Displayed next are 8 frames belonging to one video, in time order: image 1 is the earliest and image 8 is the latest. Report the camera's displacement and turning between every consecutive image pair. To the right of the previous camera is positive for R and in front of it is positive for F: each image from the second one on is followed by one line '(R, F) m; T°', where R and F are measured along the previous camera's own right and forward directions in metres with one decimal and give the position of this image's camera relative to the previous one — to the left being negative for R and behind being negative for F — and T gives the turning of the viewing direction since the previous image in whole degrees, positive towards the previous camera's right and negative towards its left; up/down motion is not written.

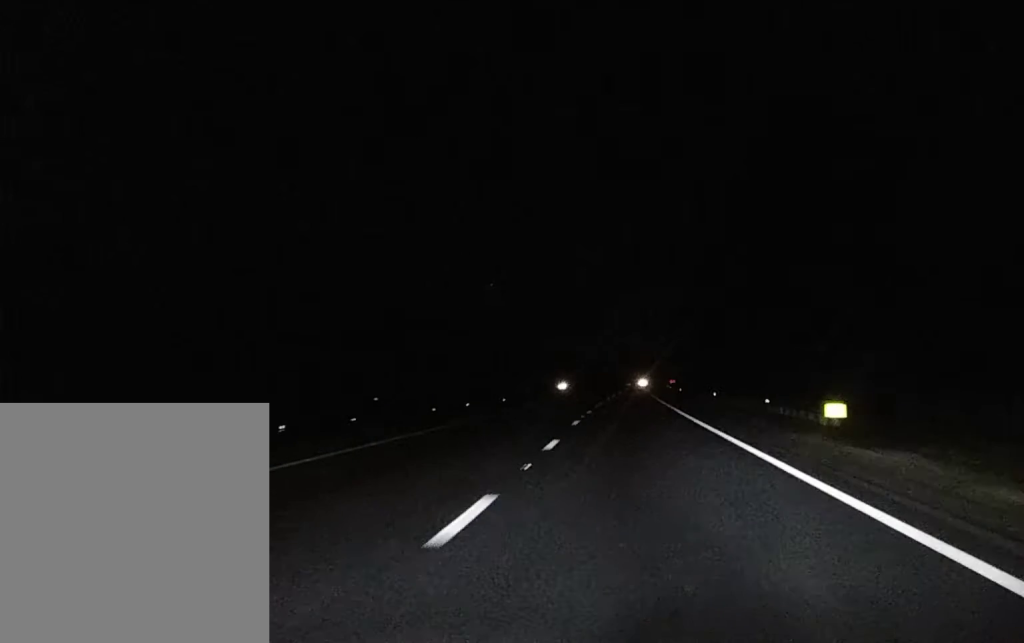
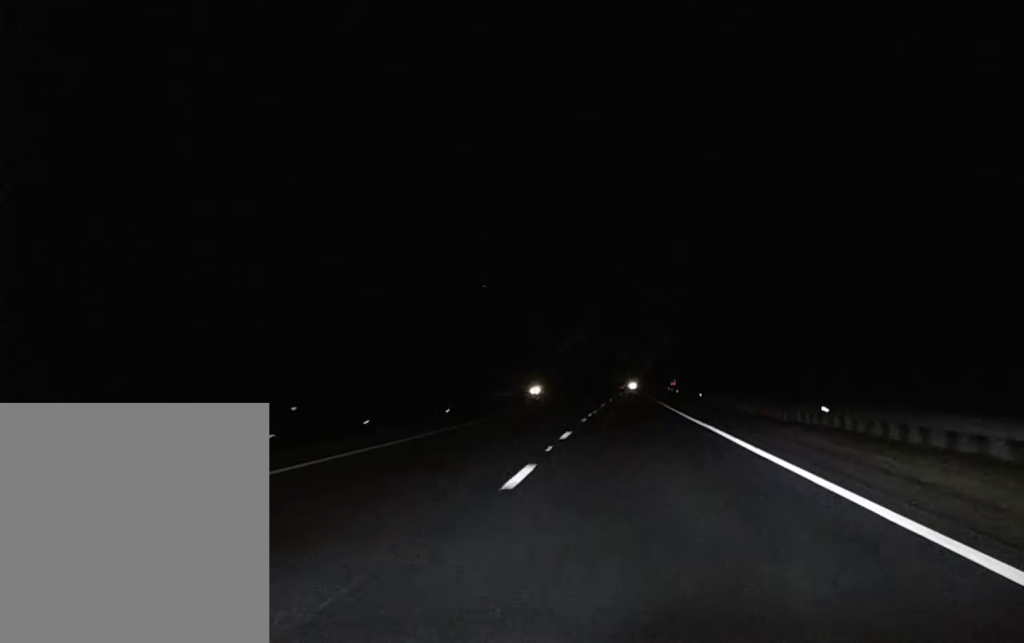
(+0.4, +41.5) m; +1°
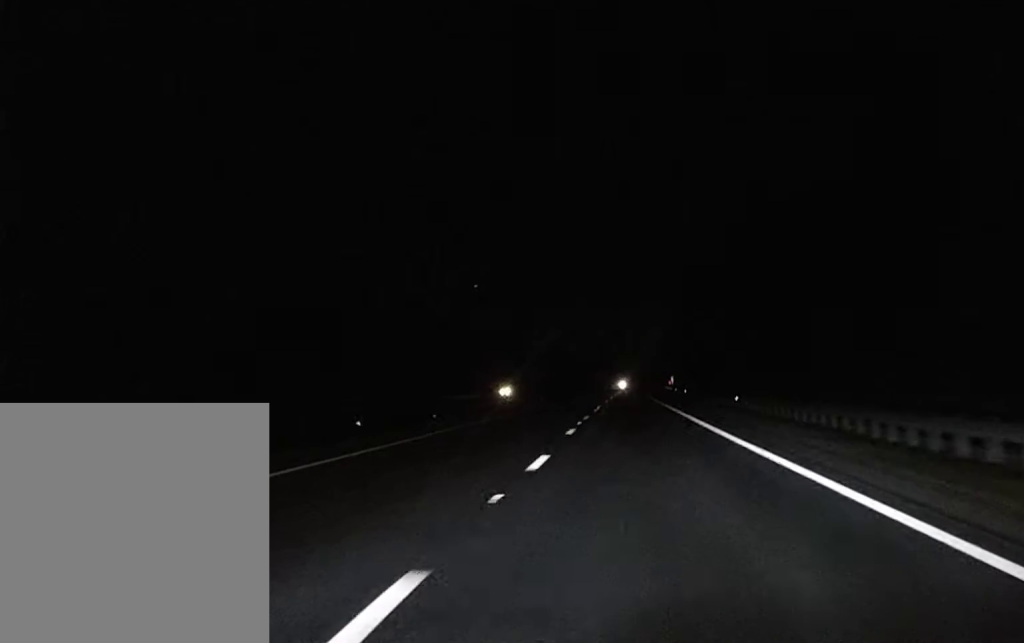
(+0.2, +29.3) m; 0°
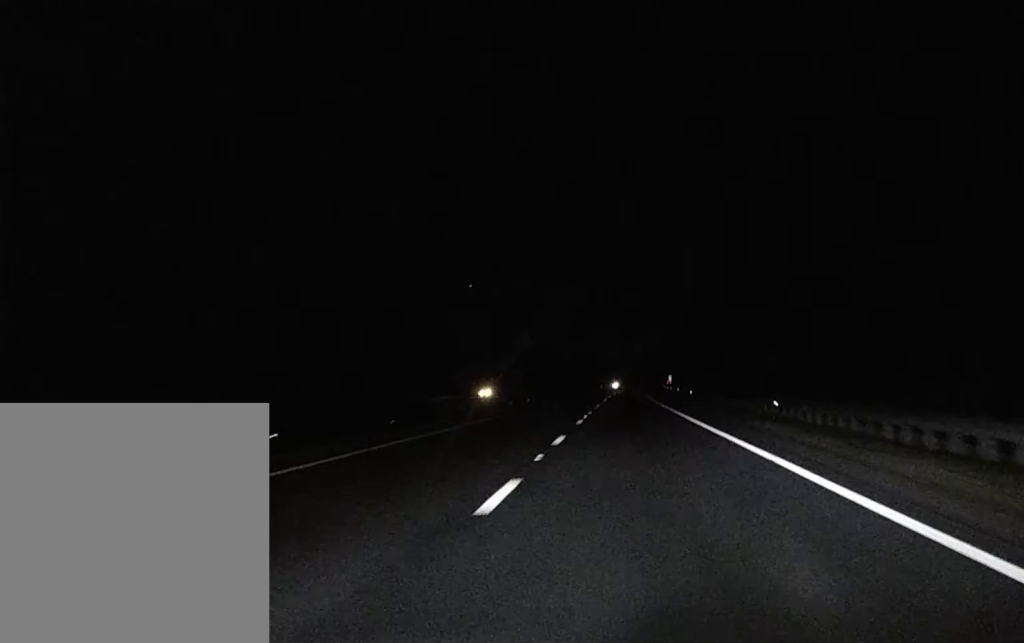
(0.0, +14.5) m; 0°
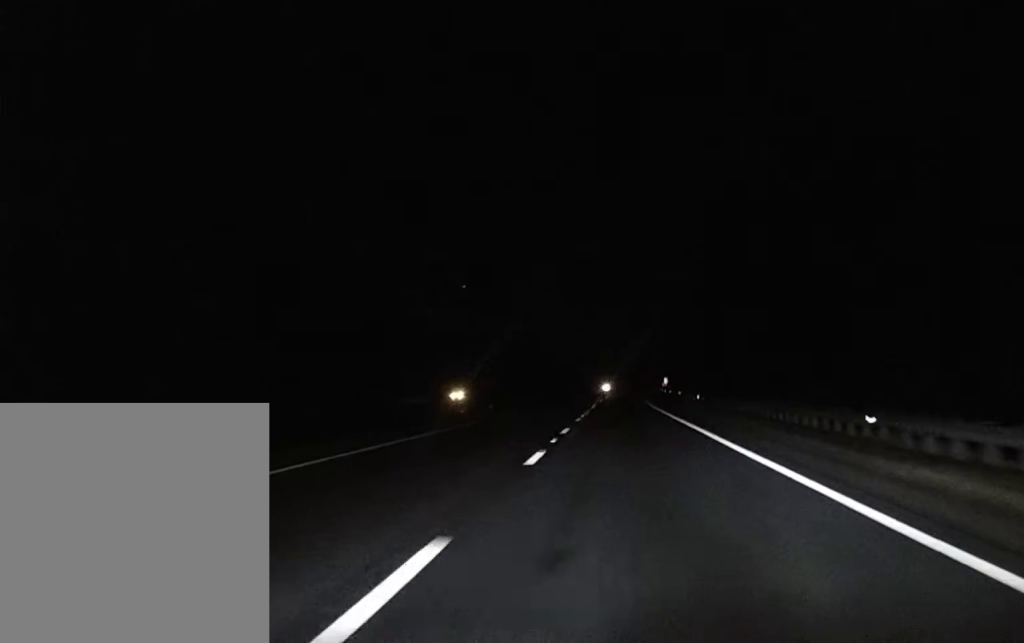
(0.0, +15.8) m; 0°
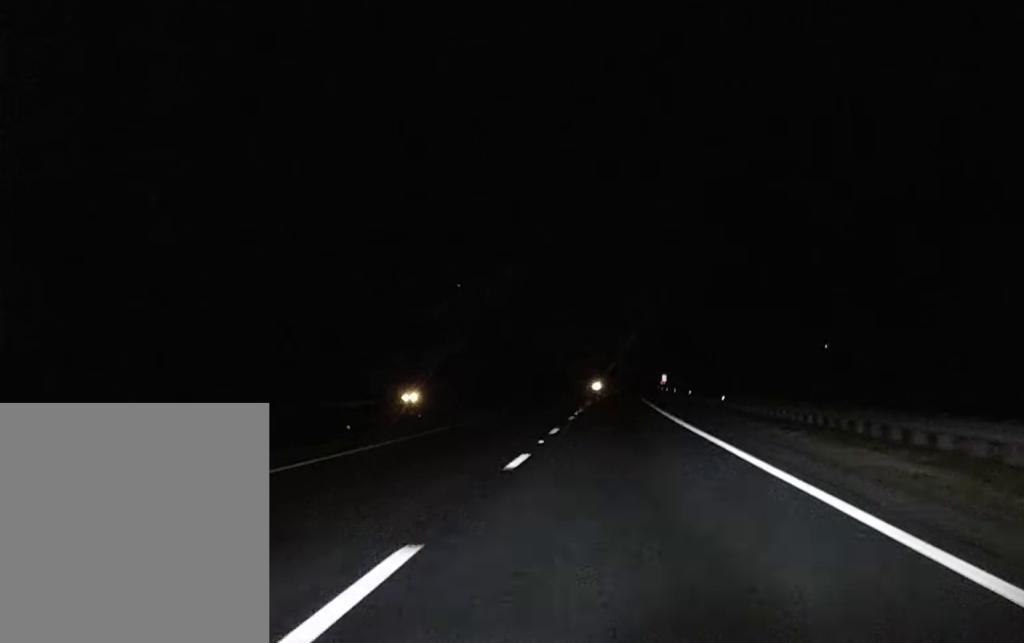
(0.0, +21.2) m; 0°
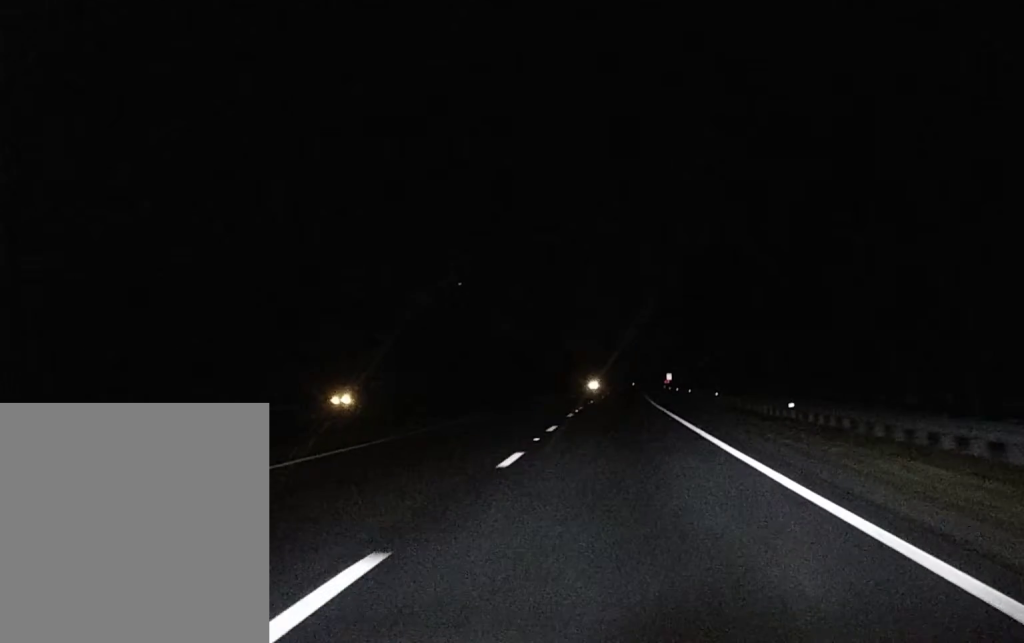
(0.0, +27.9) m; 0°
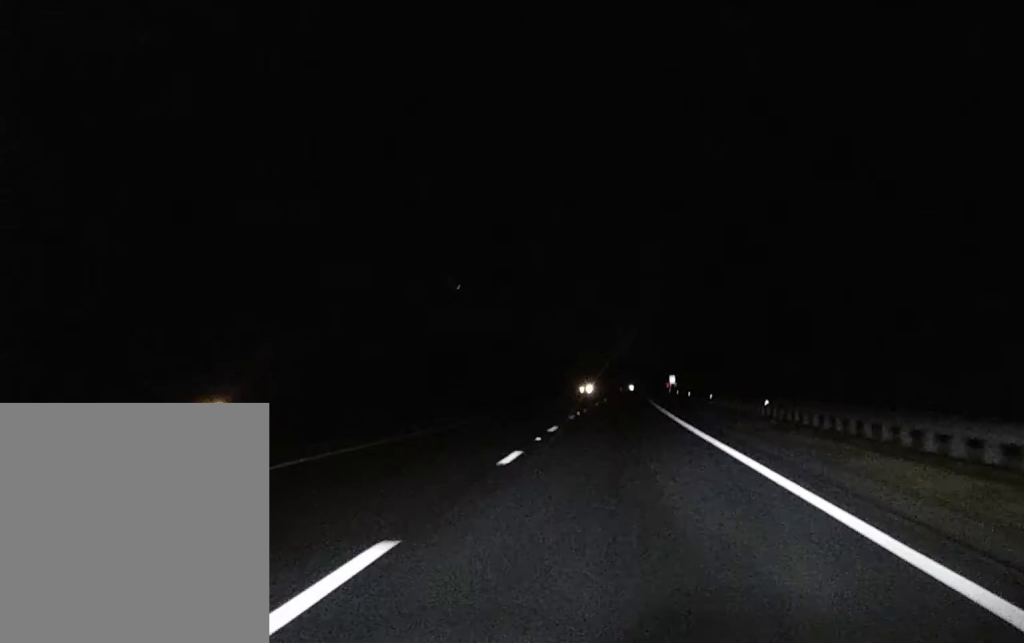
(0.0, +28.4) m; 0°
